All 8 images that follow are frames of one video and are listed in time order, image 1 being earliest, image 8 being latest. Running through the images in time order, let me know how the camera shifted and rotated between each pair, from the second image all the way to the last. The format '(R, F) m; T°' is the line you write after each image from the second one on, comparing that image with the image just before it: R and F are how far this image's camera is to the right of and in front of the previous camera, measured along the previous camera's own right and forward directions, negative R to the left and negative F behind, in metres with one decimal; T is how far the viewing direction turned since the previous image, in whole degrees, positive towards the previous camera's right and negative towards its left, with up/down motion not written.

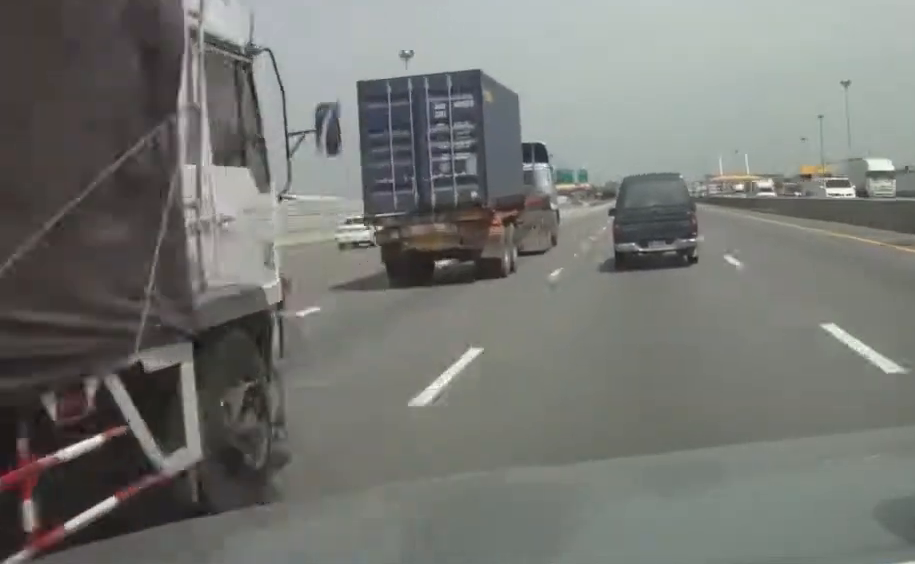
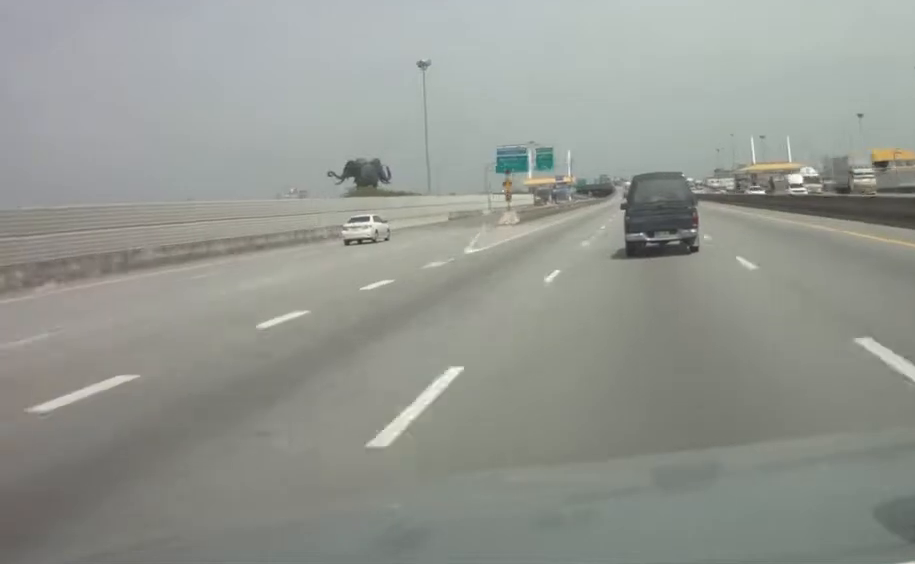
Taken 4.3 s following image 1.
(-0.2, +109.0) m; 0°
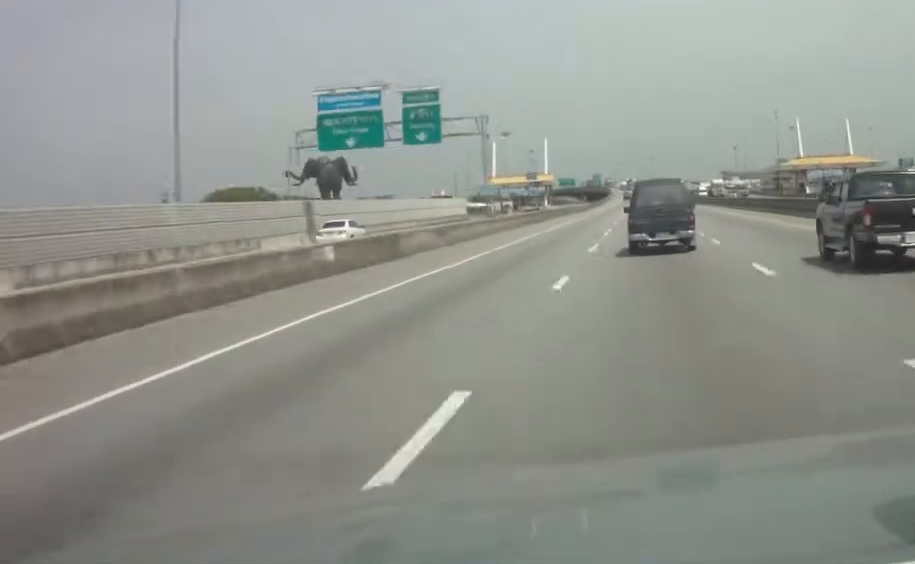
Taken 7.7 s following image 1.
(+0.3, +85.0) m; 0°
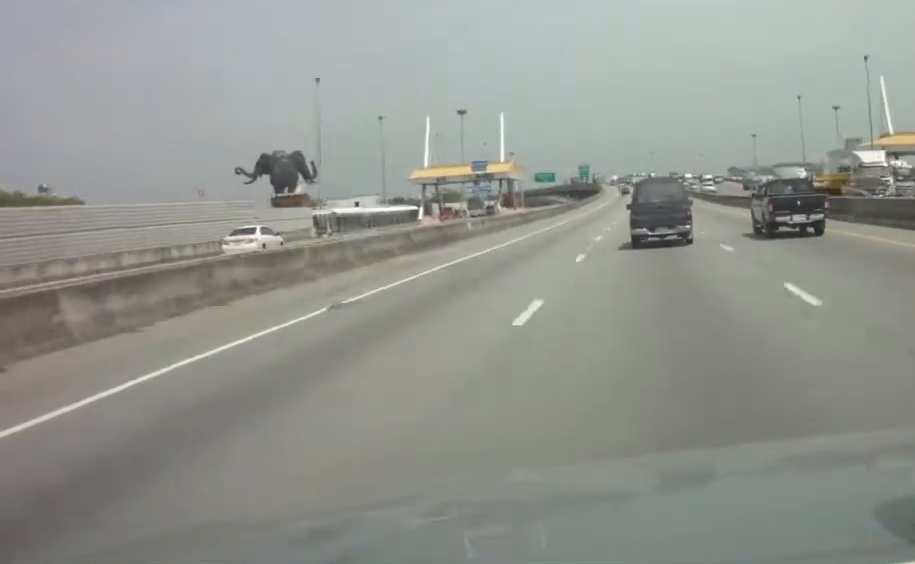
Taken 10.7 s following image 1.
(-0.4, +77.4) m; 0°
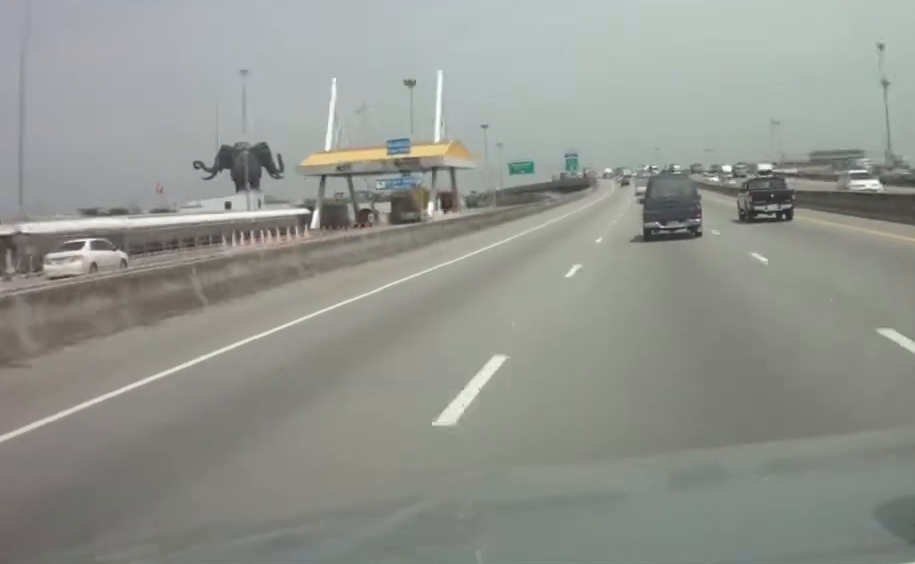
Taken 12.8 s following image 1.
(-0.1, +53.6) m; 0°
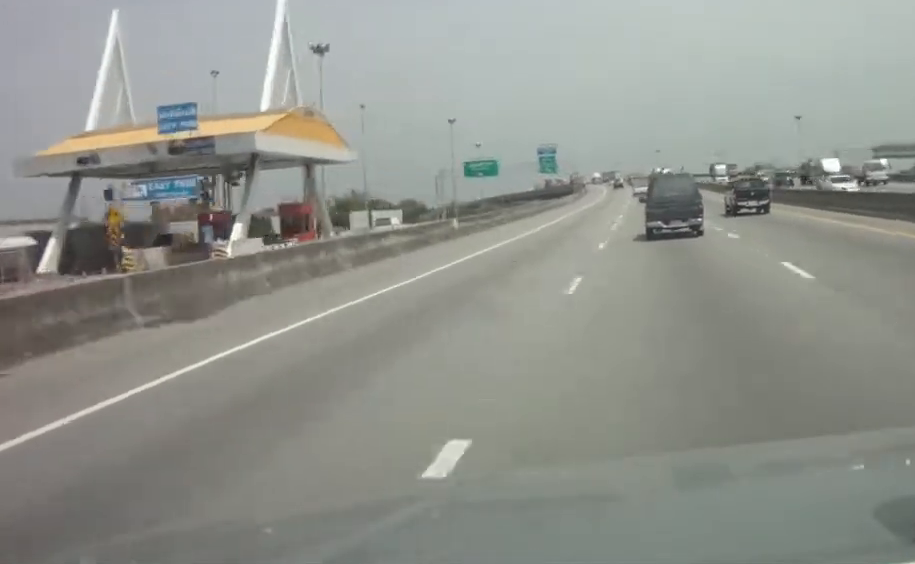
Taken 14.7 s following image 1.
(-0.3, +51.7) m; 0°
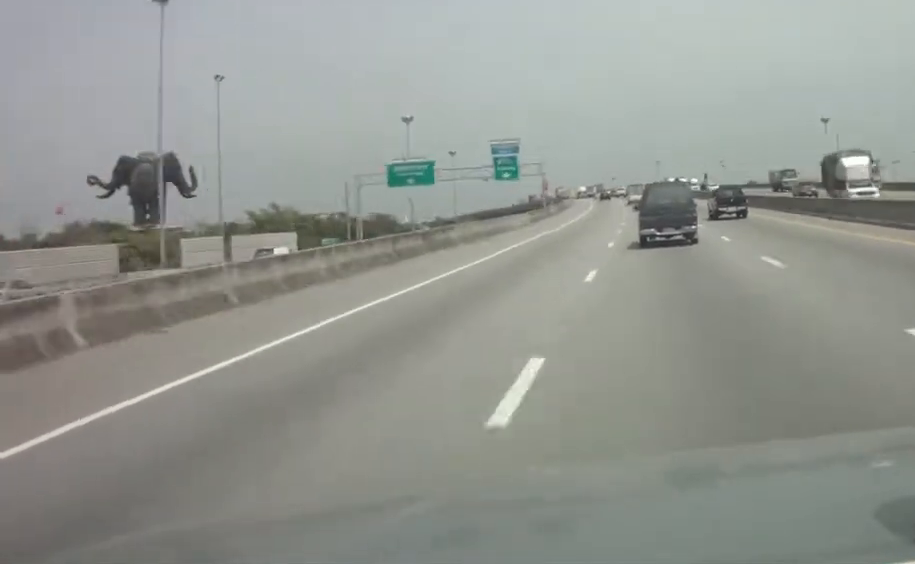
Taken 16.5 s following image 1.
(+0.2, +44.5) m; 0°
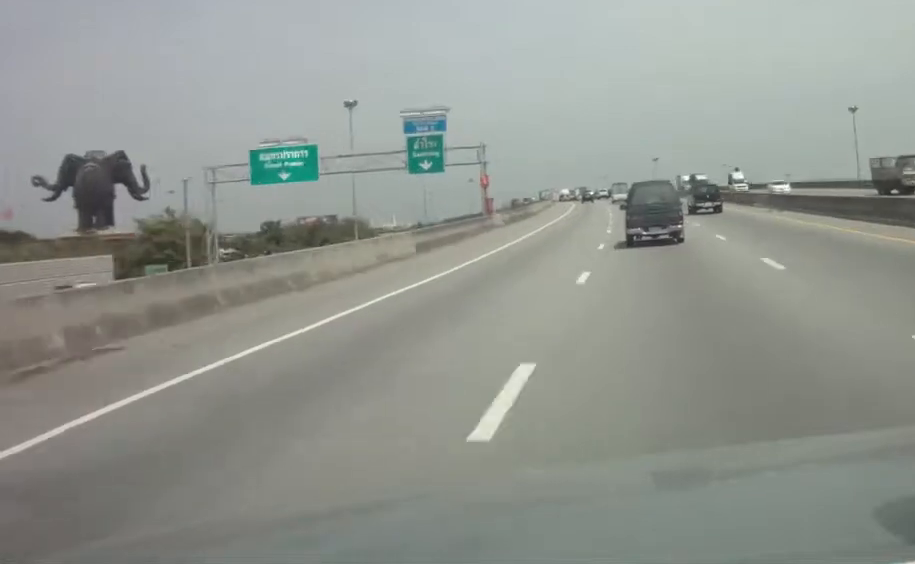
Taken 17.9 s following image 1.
(0.0, +36.0) m; 0°
